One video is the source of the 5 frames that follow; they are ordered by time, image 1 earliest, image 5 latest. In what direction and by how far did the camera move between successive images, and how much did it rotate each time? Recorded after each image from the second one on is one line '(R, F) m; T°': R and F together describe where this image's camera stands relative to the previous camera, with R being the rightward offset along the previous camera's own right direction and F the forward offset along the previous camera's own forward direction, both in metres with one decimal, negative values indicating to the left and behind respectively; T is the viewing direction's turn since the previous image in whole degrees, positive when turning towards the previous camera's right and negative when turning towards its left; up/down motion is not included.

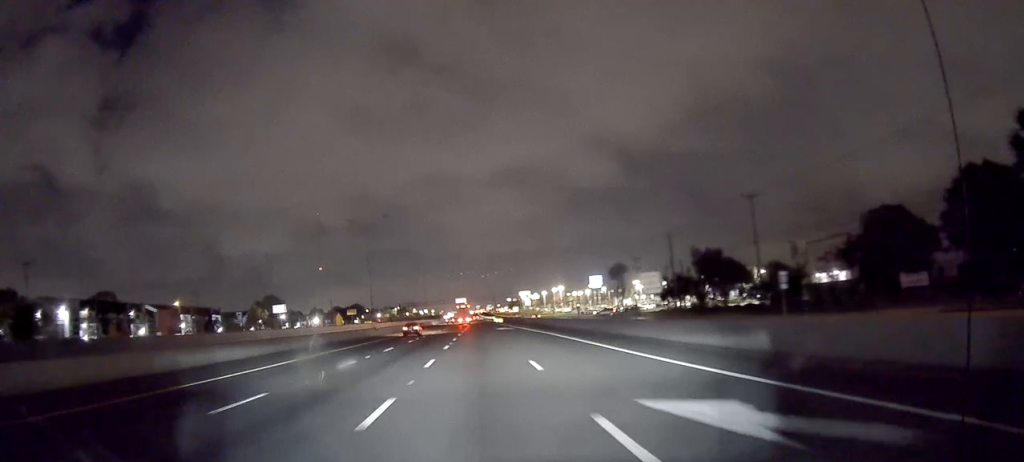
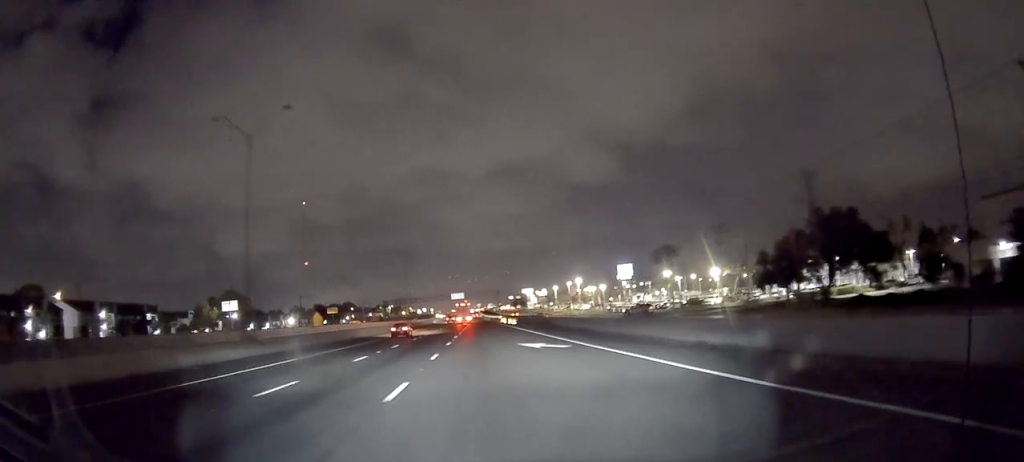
(-0.4, +42.5) m; -1°
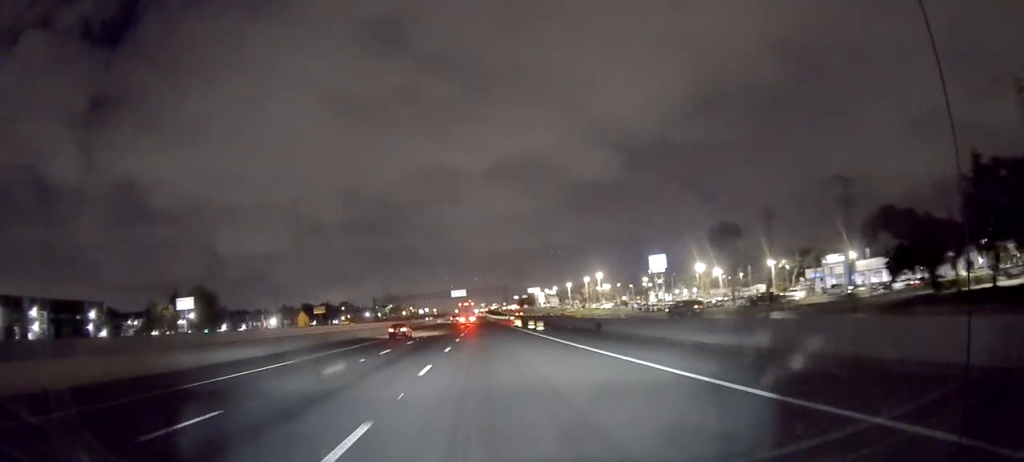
(0.0, +28.9) m; 0°
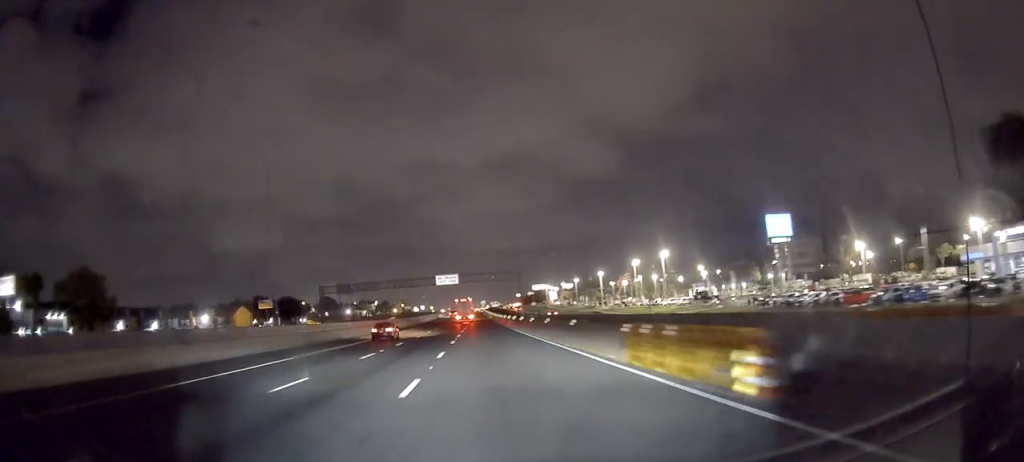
(0.0, +63.5) m; 0°
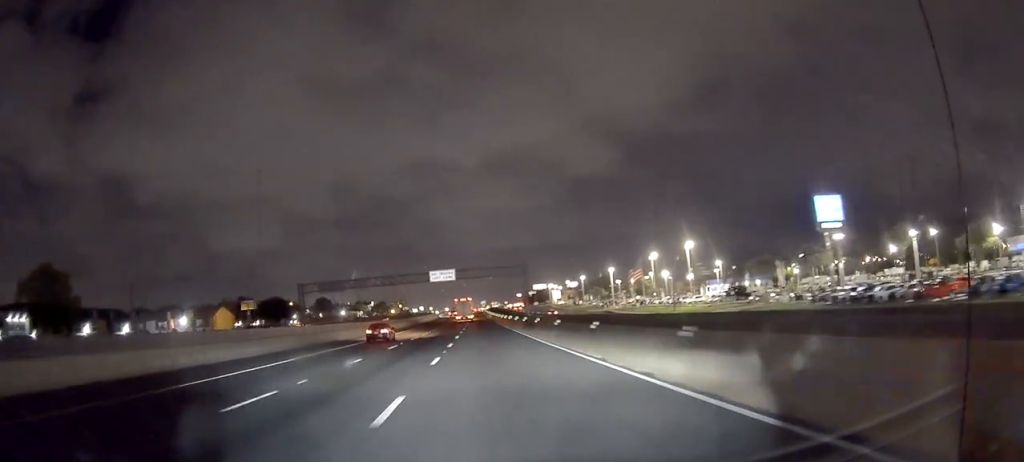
(0.0, +14.7) m; 0°
